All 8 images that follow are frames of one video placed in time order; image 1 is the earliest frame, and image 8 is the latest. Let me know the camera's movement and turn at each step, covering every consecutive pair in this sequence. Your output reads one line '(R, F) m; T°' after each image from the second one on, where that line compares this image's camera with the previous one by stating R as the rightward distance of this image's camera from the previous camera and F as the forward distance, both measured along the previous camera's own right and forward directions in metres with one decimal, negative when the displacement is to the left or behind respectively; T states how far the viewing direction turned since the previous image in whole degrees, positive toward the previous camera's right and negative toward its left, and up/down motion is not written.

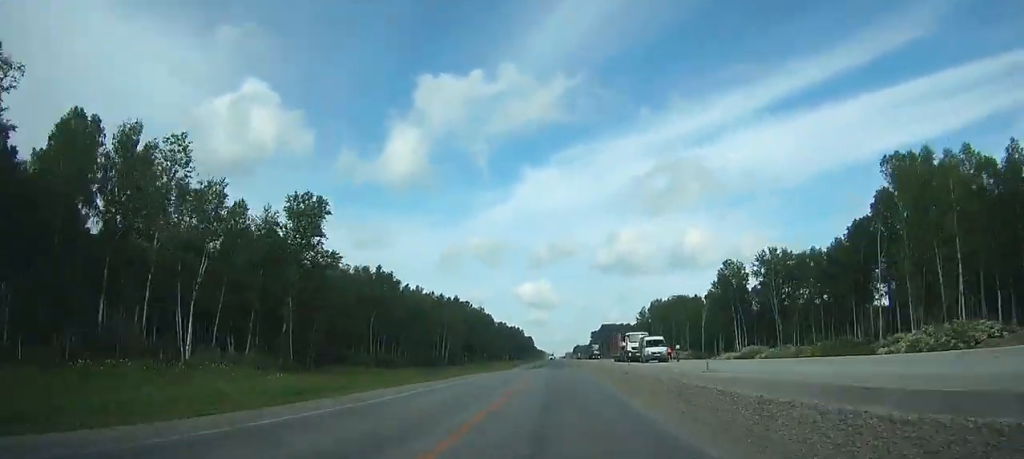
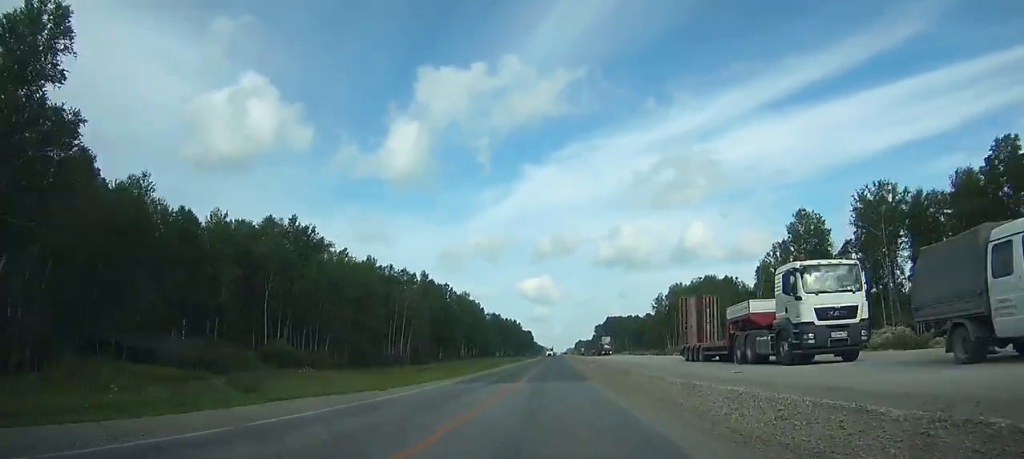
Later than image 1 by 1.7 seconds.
(0.0, +42.7) m; 0°
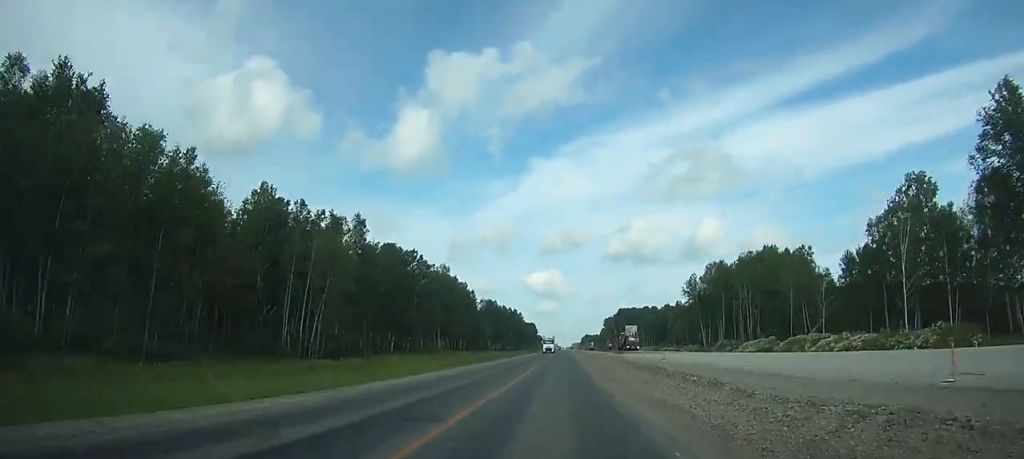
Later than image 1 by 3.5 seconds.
(-0.2, +46.6) m; 0°
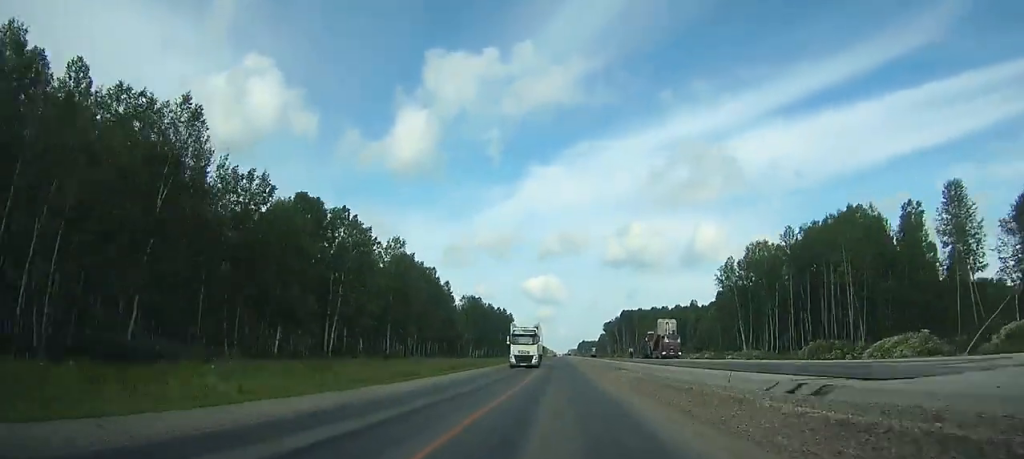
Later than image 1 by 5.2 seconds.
(-0.1, +42.4) m; 0°
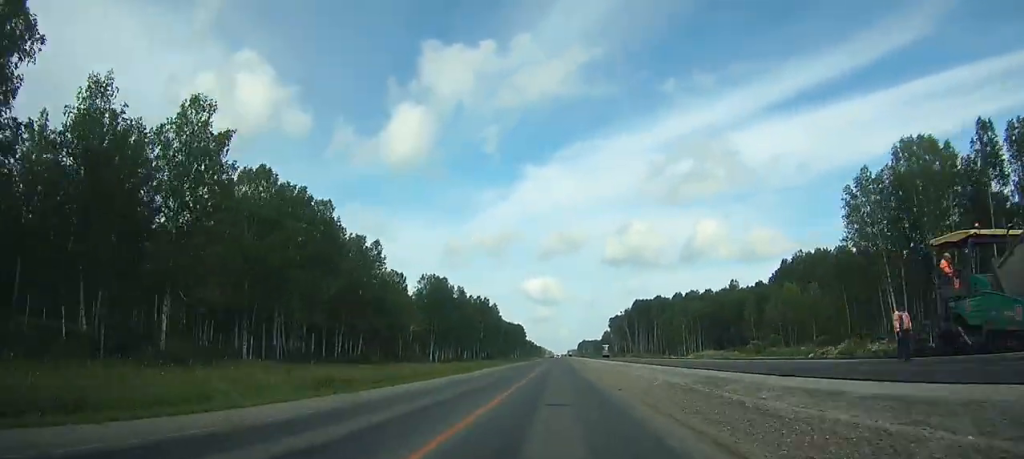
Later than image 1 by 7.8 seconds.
(+0.3, +69.1) m; 0°
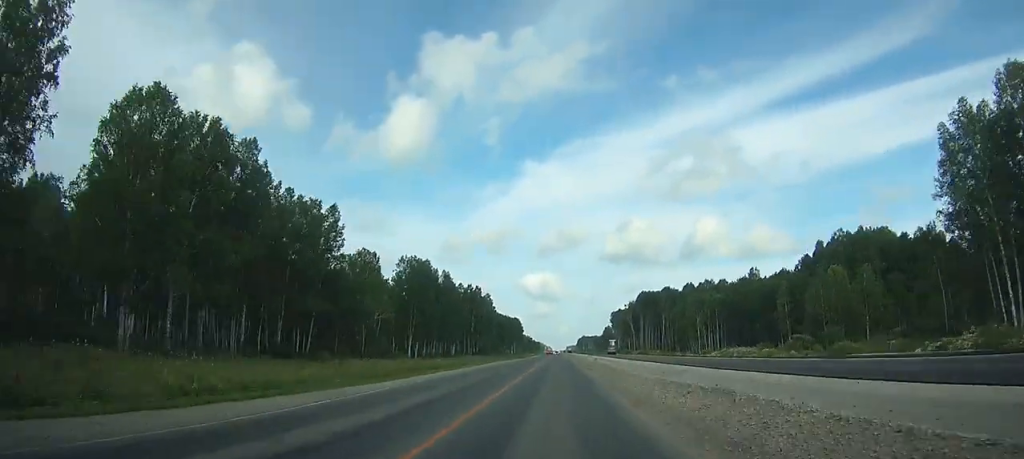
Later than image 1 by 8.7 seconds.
(0.0, +22.7) m; 0°
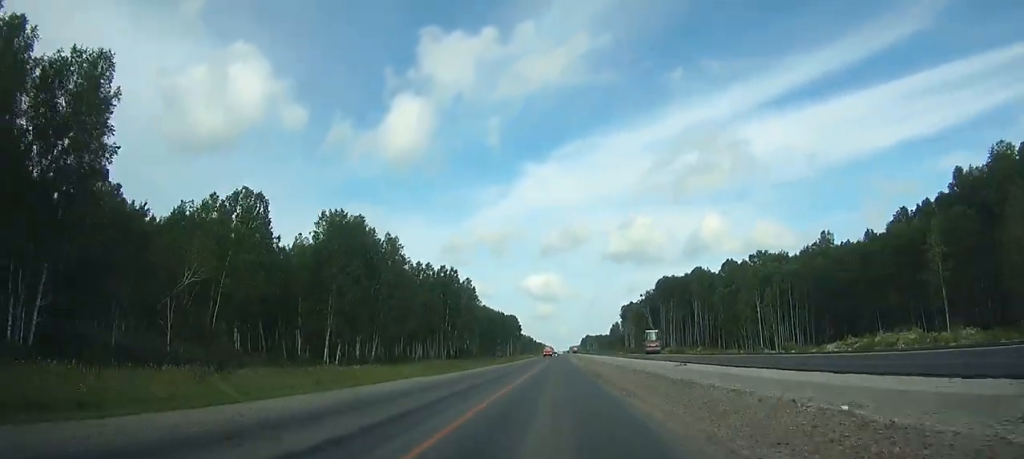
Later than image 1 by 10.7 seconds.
(0.0, +51.5) m; 0°
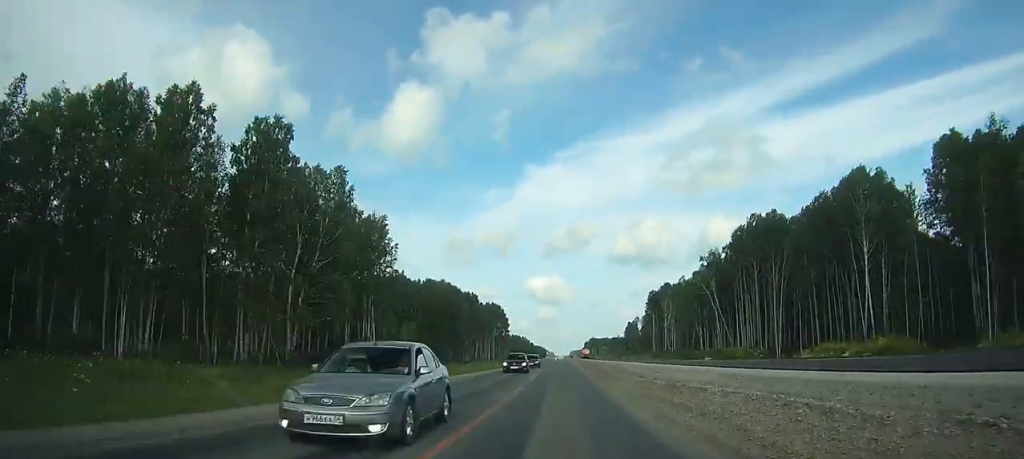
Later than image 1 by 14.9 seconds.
(-0.5, +99.5) m; 0°
